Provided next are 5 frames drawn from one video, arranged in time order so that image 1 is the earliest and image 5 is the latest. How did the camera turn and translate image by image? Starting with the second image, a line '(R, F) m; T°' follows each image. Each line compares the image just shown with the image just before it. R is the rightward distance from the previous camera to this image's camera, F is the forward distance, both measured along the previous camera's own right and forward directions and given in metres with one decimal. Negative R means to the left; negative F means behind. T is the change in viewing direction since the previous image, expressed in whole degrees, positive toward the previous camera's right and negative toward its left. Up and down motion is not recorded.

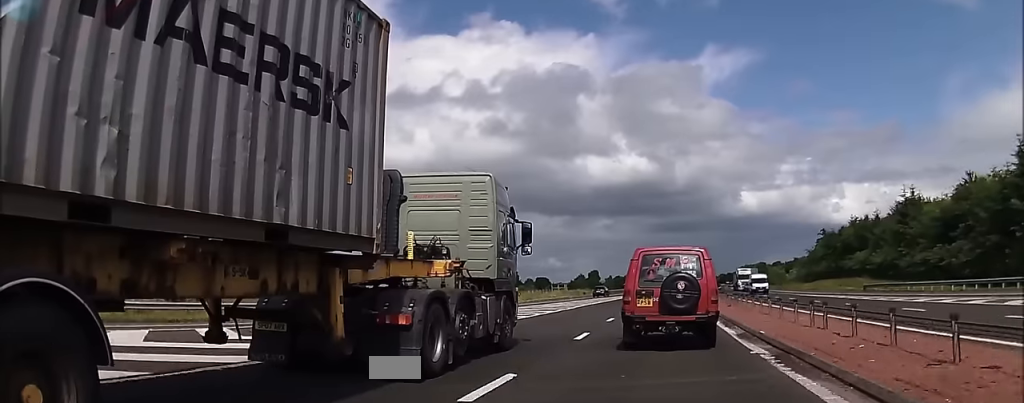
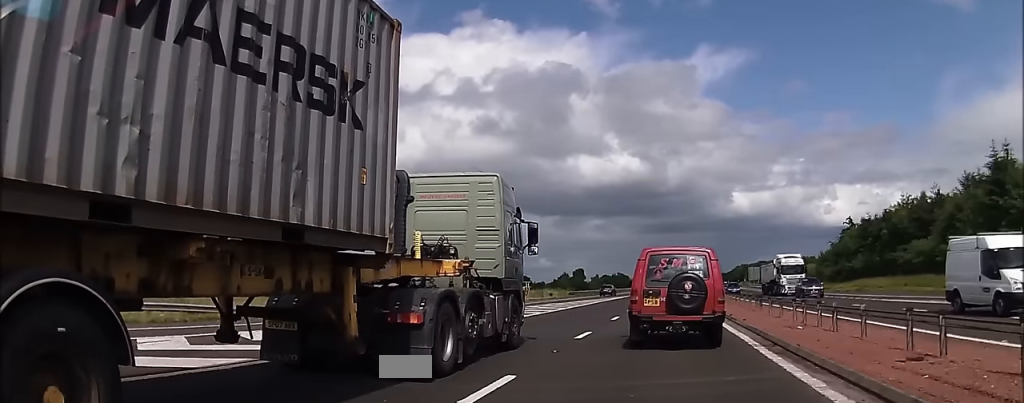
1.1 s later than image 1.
(+0.5, +26.5) m; 0°
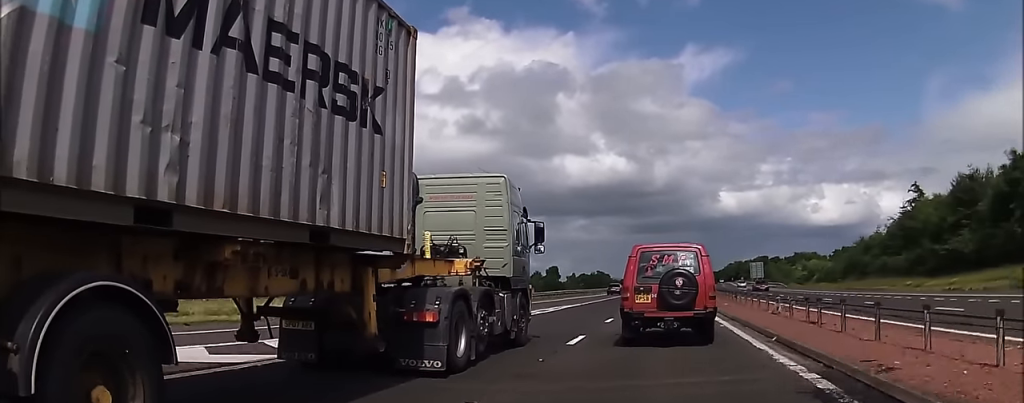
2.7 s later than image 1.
(-0.1, +38.1) m; +1°
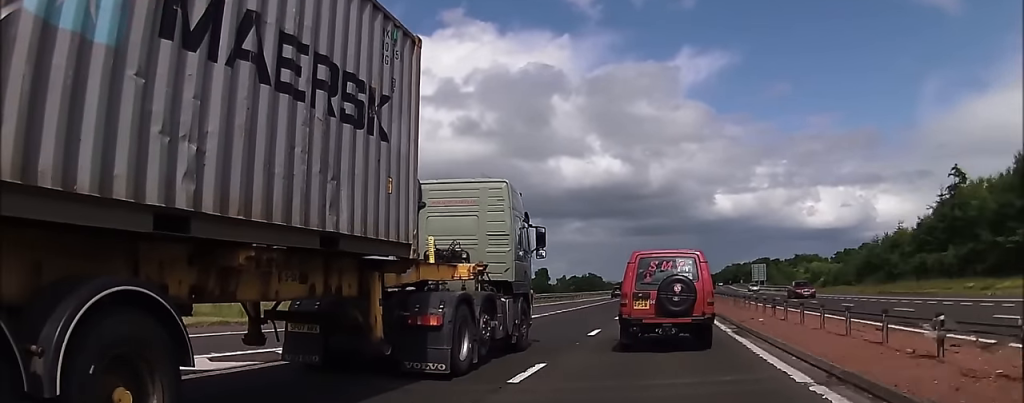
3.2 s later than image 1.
(+0.2, +13.8) m; +1°
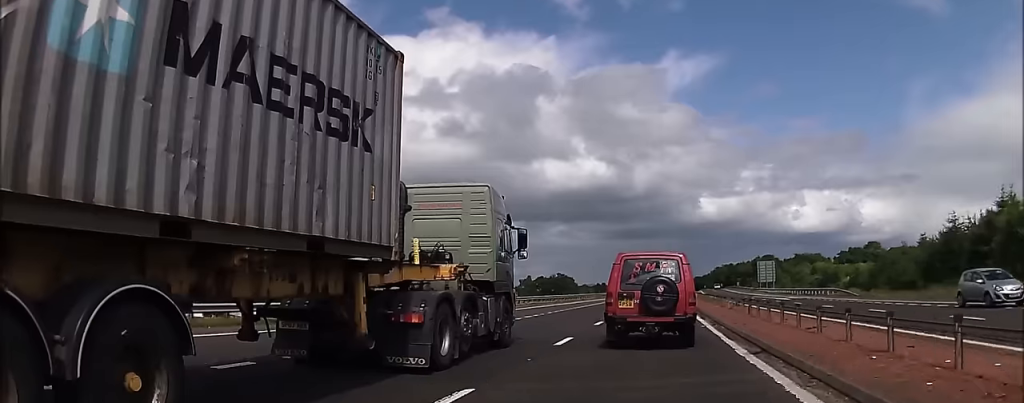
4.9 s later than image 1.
(+0.6, +39.6) m; +1°
